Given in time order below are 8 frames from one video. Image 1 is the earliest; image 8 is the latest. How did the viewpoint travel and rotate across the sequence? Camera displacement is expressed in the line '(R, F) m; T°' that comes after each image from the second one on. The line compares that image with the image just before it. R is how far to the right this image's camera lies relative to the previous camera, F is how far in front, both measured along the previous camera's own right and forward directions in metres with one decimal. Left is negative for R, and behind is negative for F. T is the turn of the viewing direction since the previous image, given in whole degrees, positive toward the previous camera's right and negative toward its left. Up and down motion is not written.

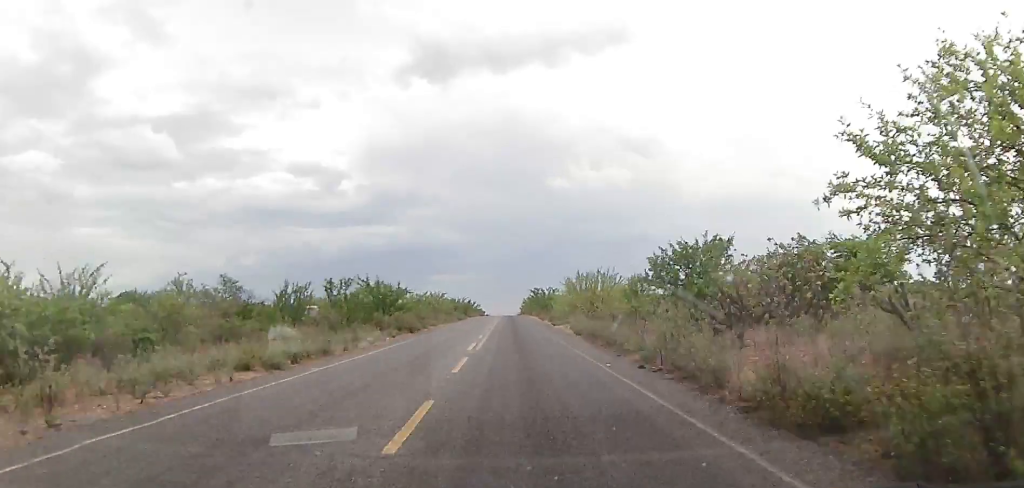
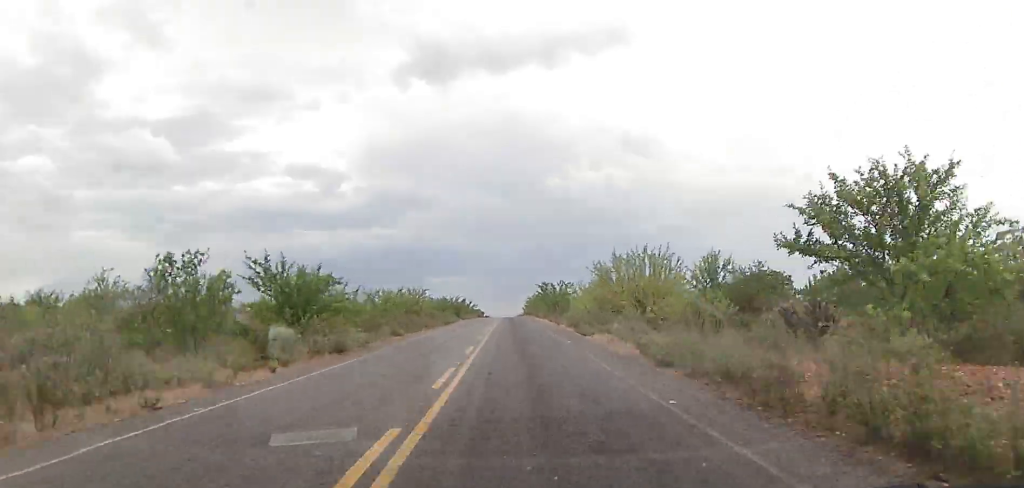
(0.0, +17.3) m; 0°
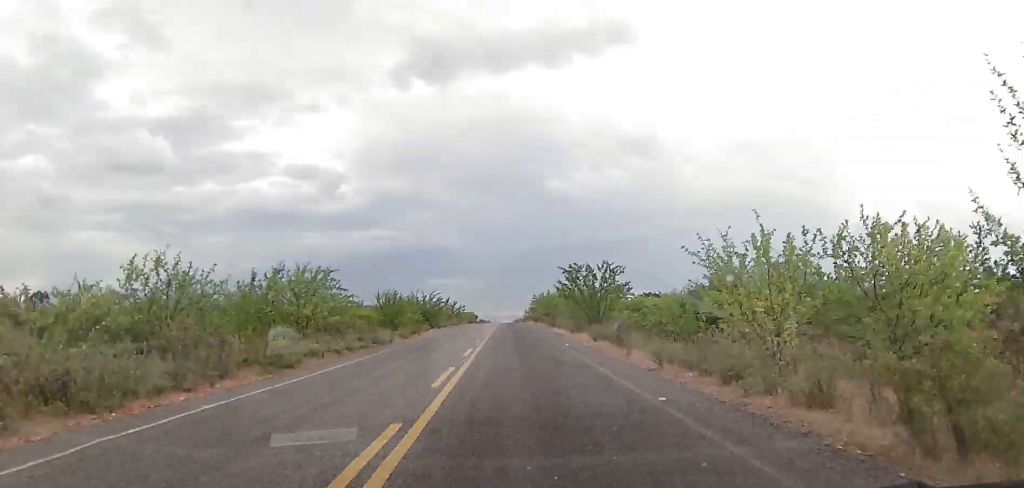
(-0.4, +30.3) m; -1°
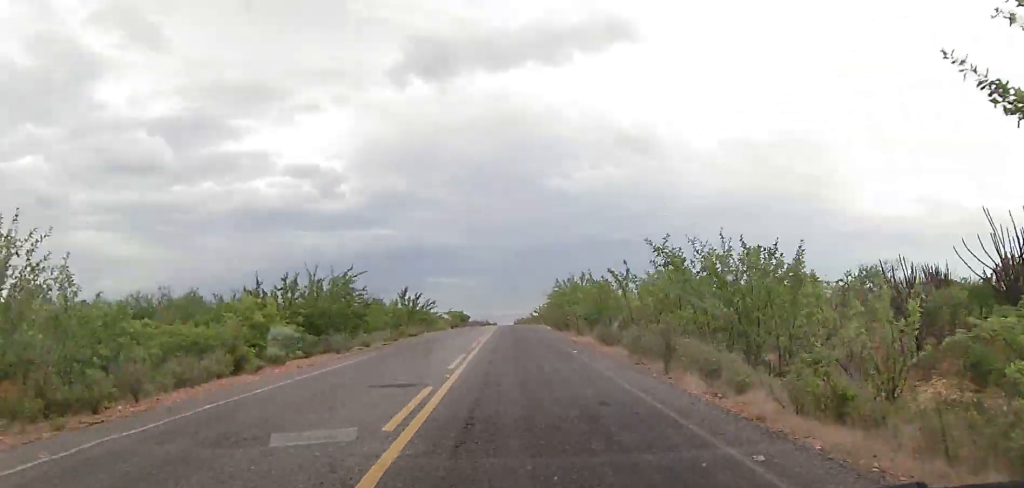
(0.0, +35.0) m; 0°
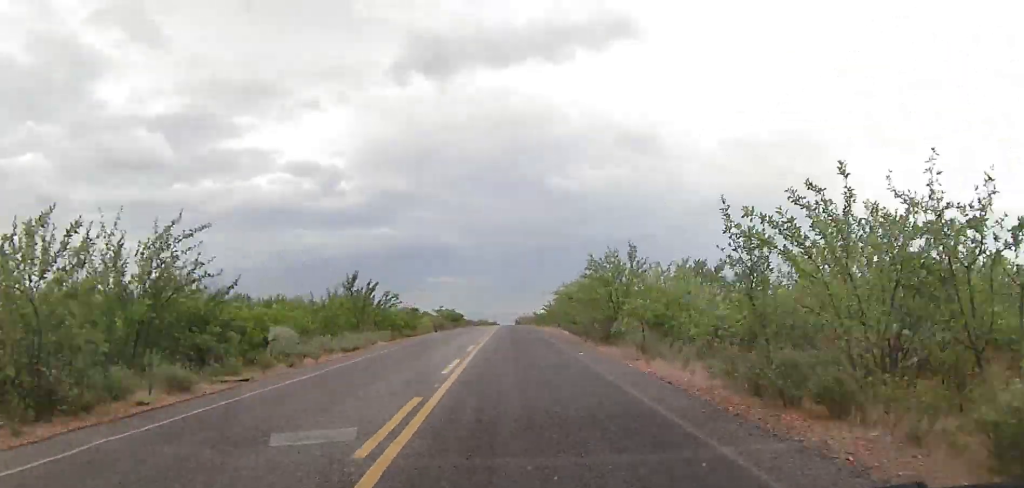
(-0.1, +16.9) m; 0°
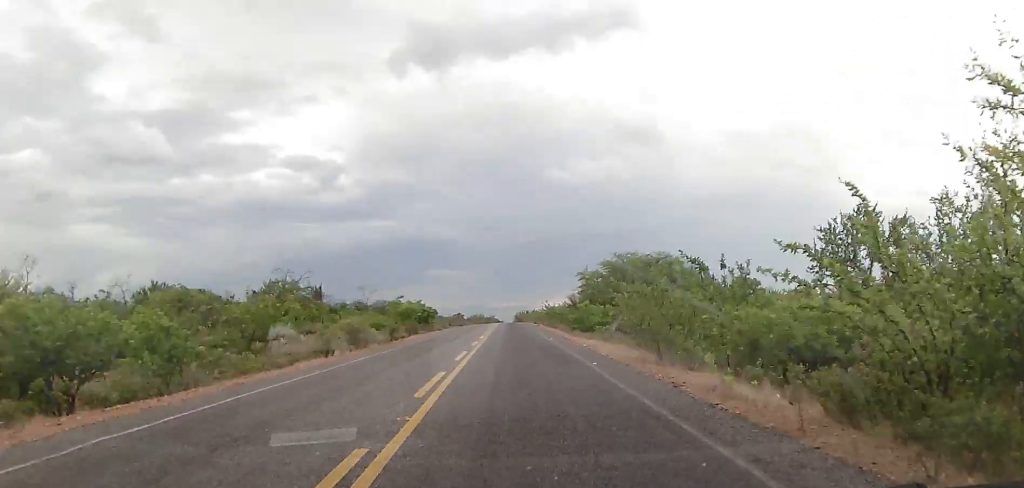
(+0.1, +34.5) m; 0°
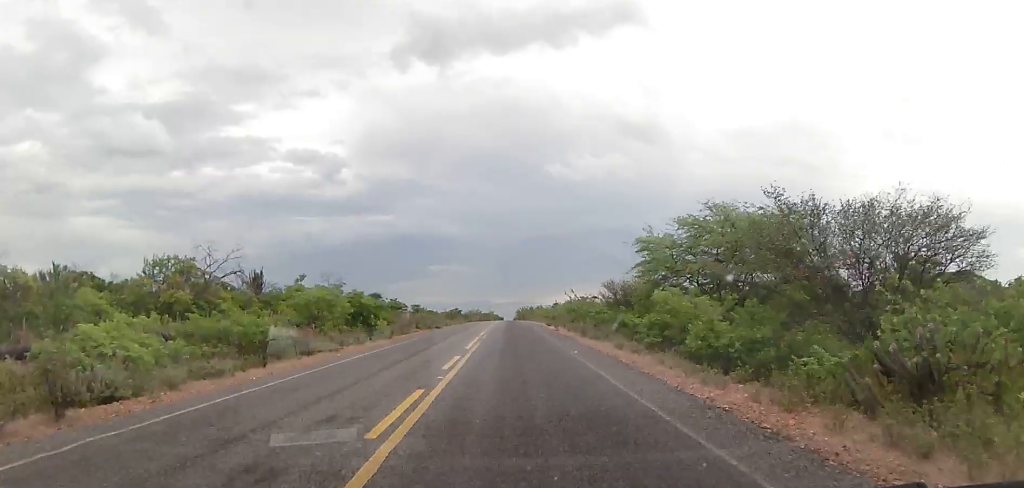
(0.0, +26.5) m; 0°
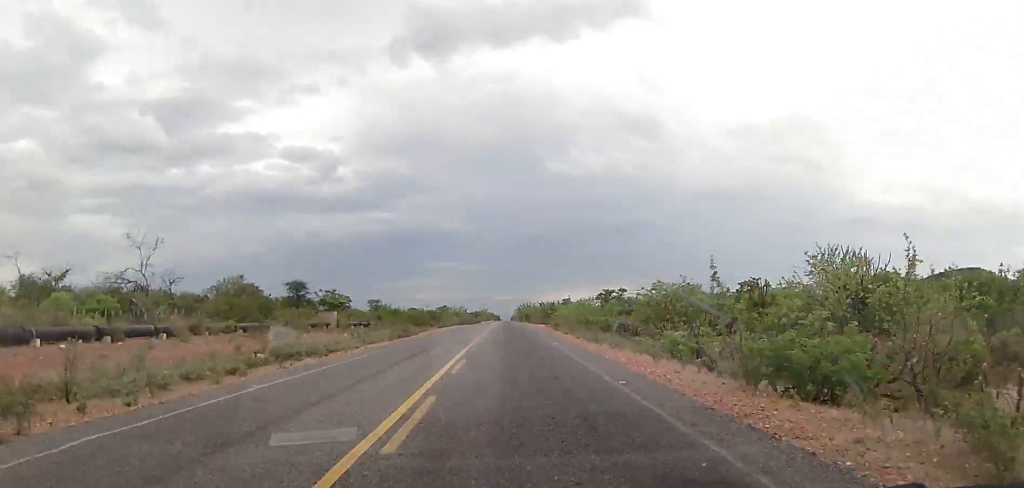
(+0.9, +54.6) m; 0°
